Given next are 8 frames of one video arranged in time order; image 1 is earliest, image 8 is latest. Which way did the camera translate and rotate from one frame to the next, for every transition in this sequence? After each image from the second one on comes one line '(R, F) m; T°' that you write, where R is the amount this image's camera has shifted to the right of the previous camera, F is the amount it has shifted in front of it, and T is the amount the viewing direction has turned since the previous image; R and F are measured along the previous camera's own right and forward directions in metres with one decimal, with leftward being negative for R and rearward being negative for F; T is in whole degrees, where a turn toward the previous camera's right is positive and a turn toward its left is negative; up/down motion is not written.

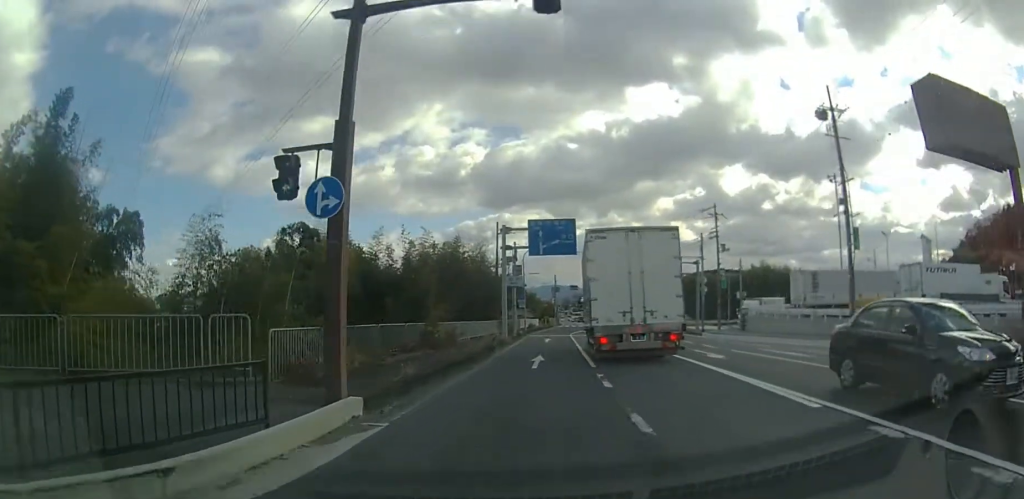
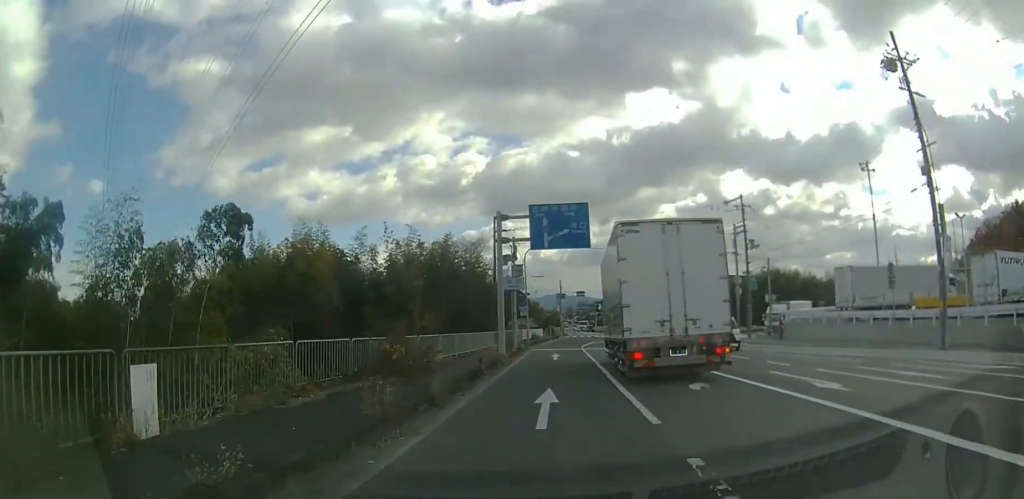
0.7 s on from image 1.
(0.0, +6.7) m; 0°
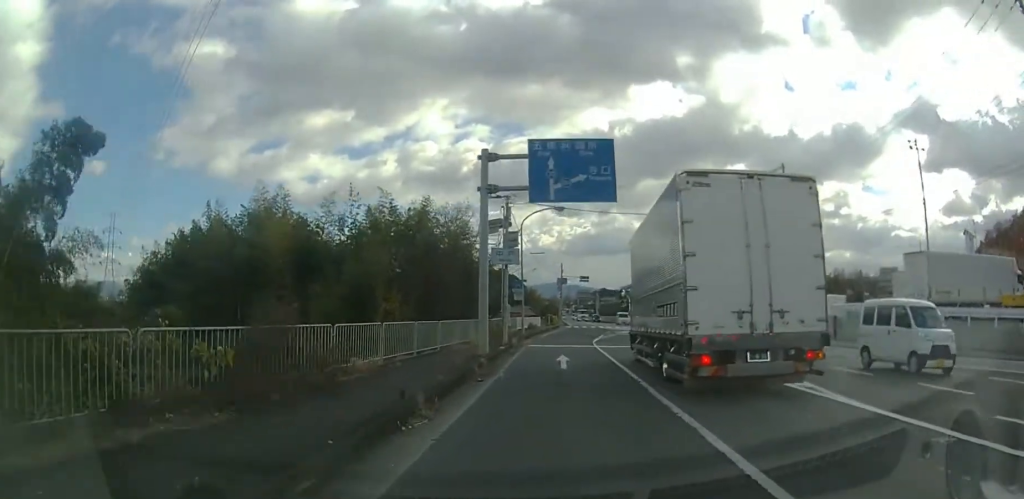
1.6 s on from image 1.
(0.0, +8.4) m; 0°
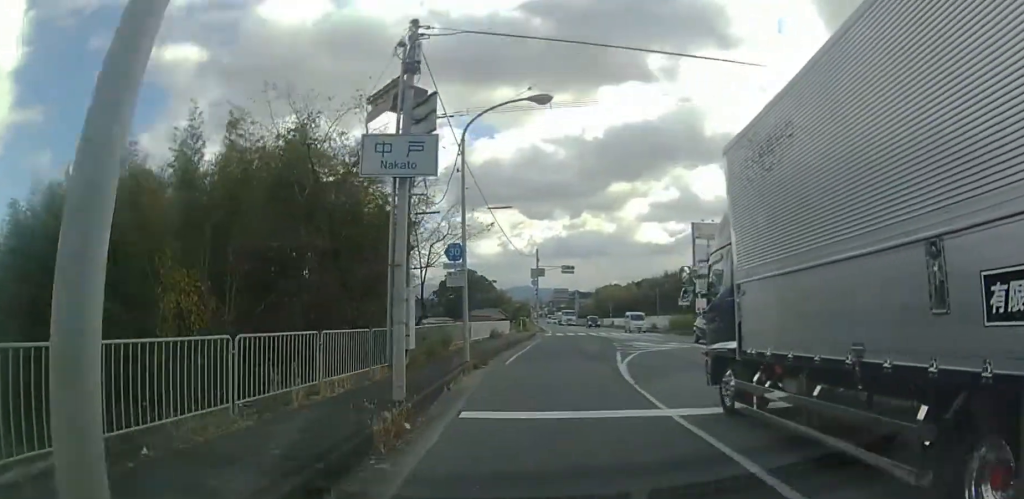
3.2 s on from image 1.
(+0.1, +15.1) m; +2°
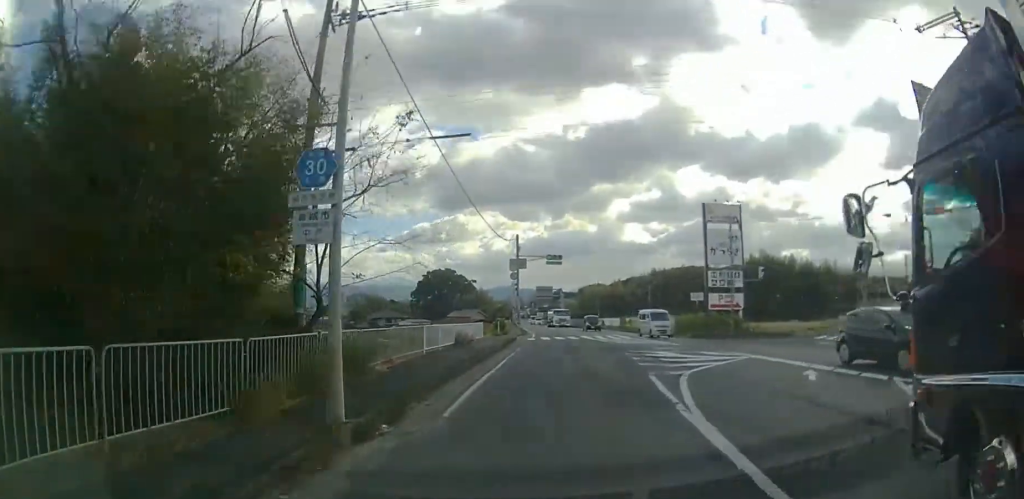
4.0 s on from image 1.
(+0.1, +8.1) m; +2°
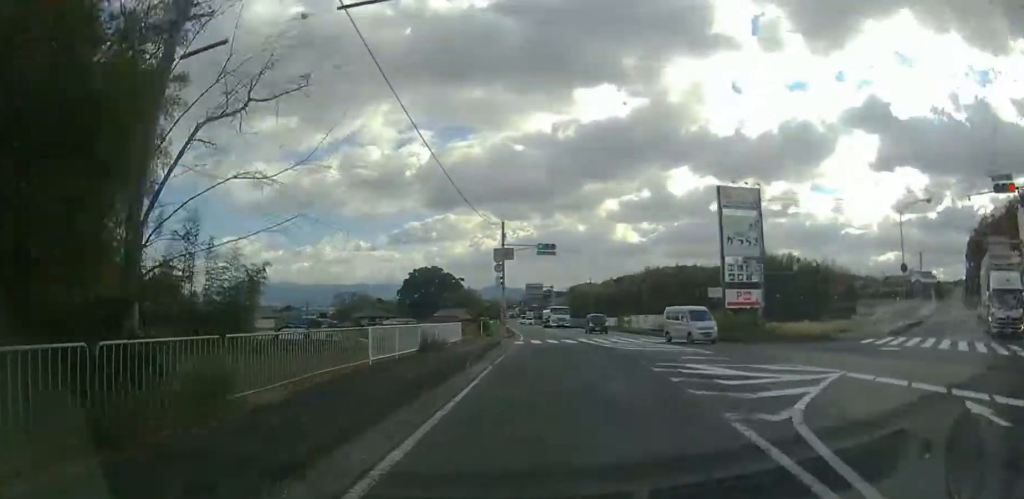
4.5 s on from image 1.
(0.0, +5.6) m; +2°
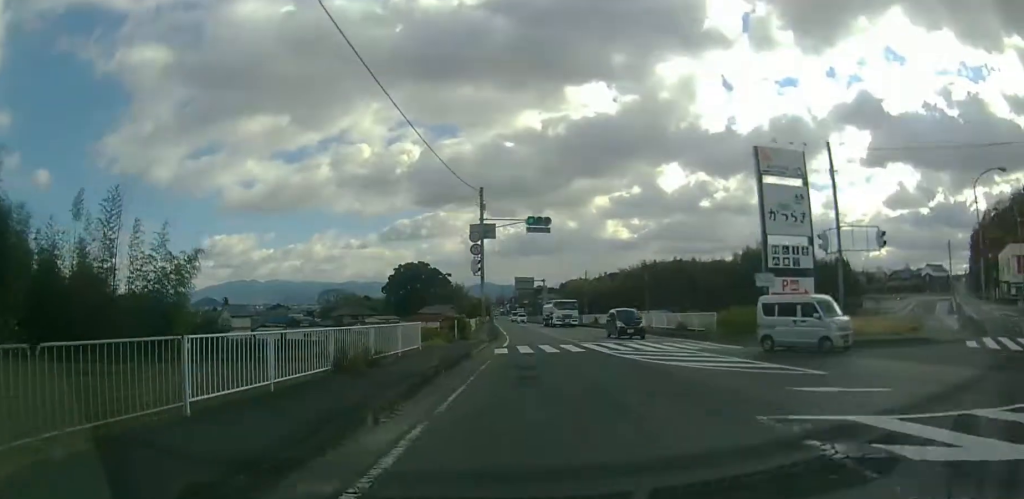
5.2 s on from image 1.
(+0.3, +8.1) m; +1°
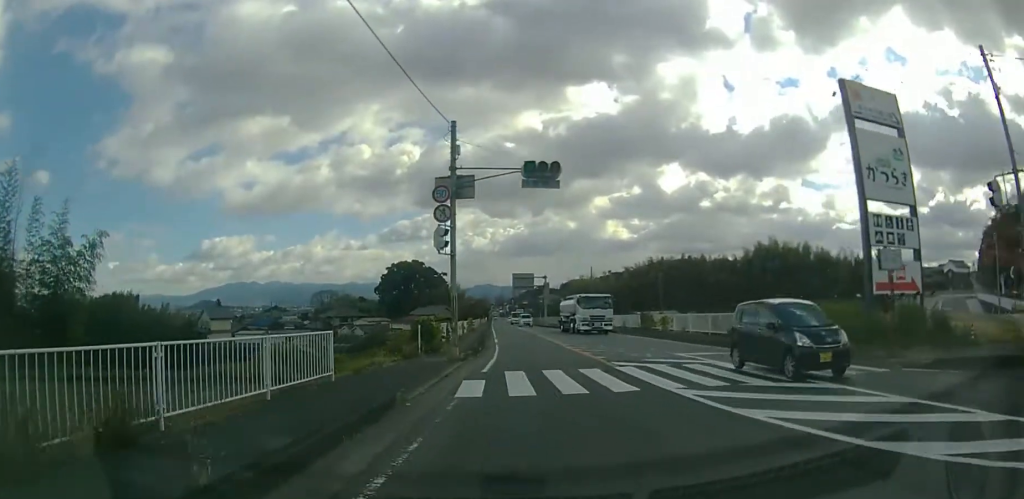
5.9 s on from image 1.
(0.0, +9.0) m; -1°
